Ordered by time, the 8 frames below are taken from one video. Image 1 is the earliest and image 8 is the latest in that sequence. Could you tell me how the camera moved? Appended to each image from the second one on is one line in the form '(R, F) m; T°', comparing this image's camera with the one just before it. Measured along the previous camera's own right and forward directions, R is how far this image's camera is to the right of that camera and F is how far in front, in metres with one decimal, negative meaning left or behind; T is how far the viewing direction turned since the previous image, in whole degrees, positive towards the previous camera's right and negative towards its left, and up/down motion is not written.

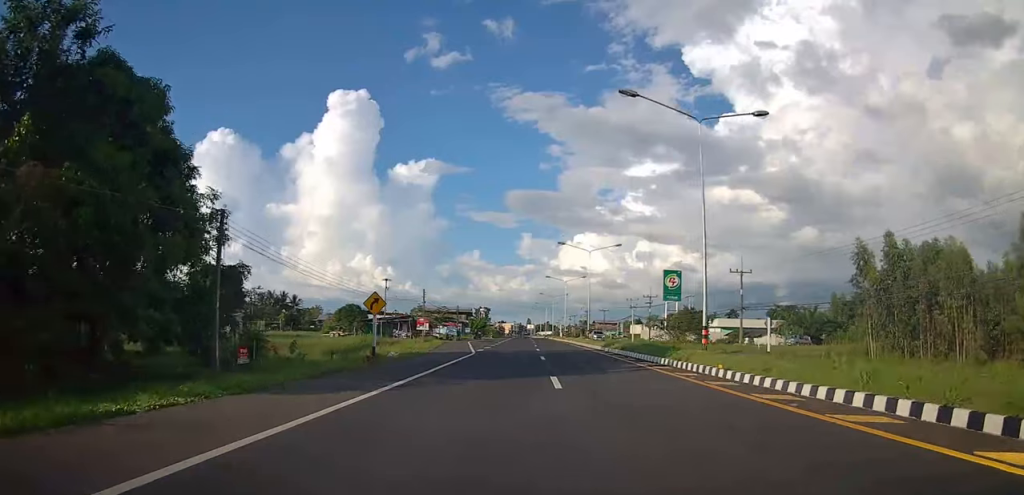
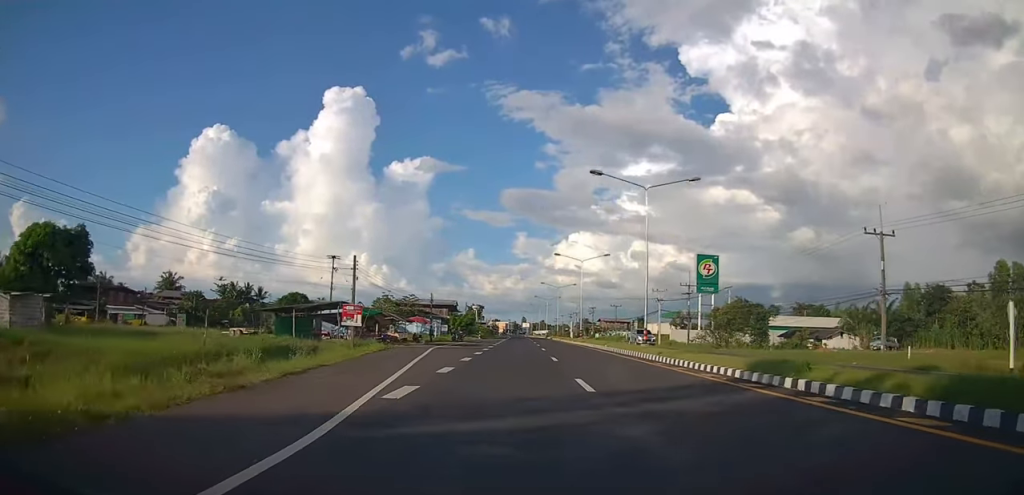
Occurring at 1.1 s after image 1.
(+0.5, +24.8) m; +2°
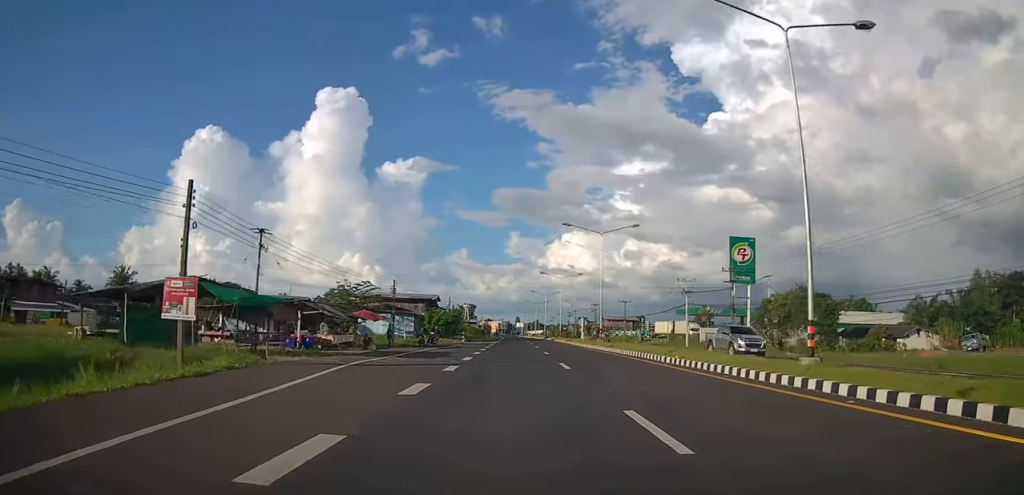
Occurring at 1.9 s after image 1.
(+0.3, +17.8) m; 0°
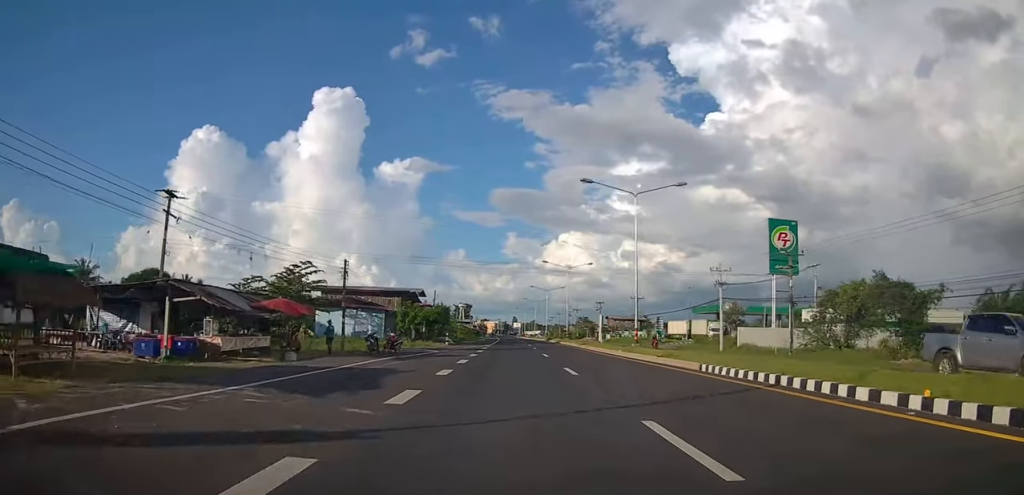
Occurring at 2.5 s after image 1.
(-0.5, +13.5) m; 0°
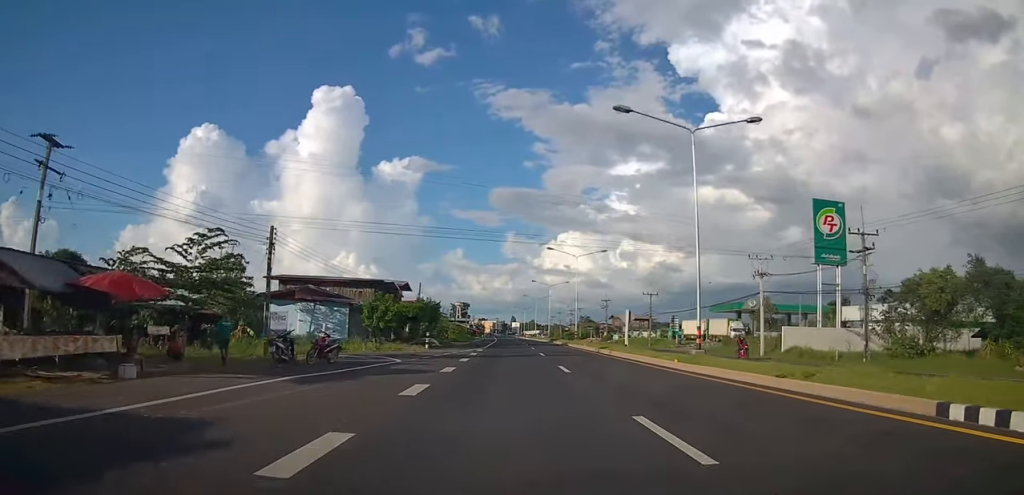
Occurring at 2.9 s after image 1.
(+0.2, +10.8) m; 0°
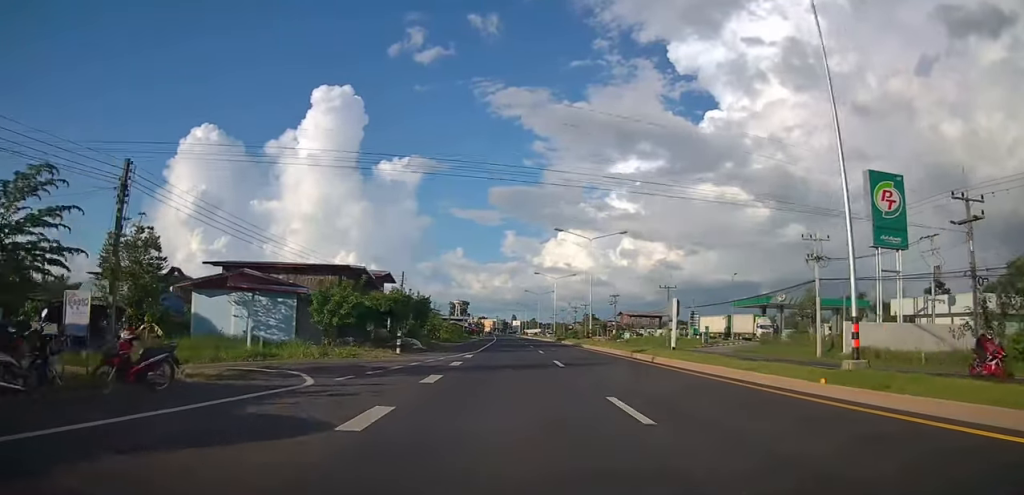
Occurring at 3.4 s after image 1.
(+0.4, +10.0) m; 0°
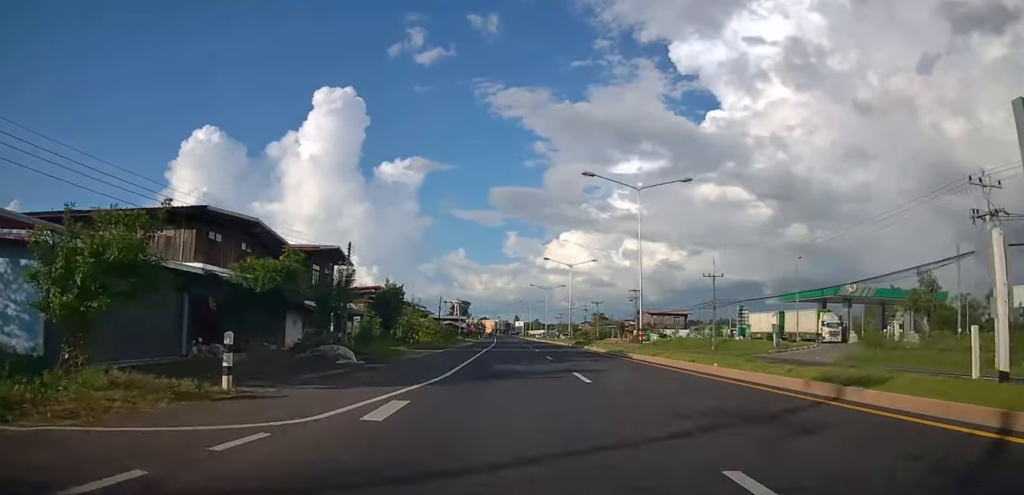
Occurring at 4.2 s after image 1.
(-0.3, +18.1) m; 0°
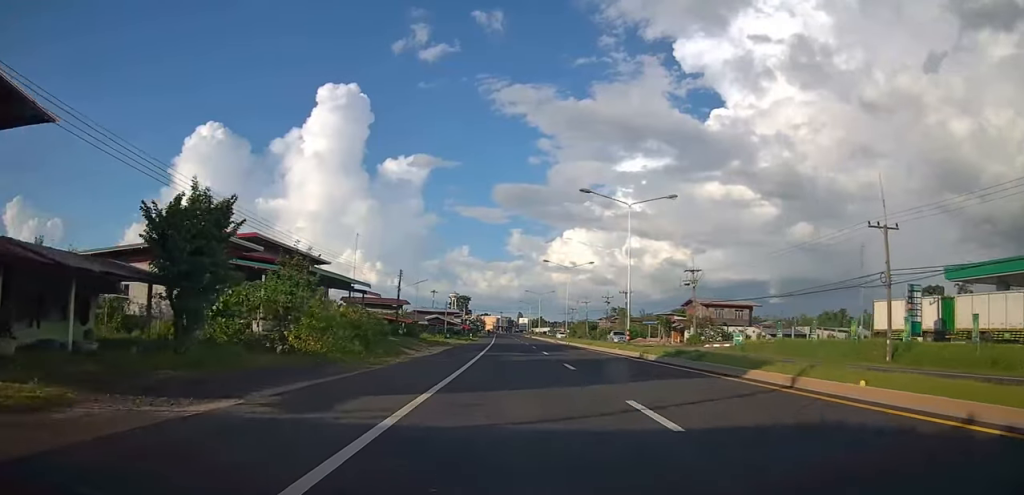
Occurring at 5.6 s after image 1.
(+0.5, +31.1) m; 0°
